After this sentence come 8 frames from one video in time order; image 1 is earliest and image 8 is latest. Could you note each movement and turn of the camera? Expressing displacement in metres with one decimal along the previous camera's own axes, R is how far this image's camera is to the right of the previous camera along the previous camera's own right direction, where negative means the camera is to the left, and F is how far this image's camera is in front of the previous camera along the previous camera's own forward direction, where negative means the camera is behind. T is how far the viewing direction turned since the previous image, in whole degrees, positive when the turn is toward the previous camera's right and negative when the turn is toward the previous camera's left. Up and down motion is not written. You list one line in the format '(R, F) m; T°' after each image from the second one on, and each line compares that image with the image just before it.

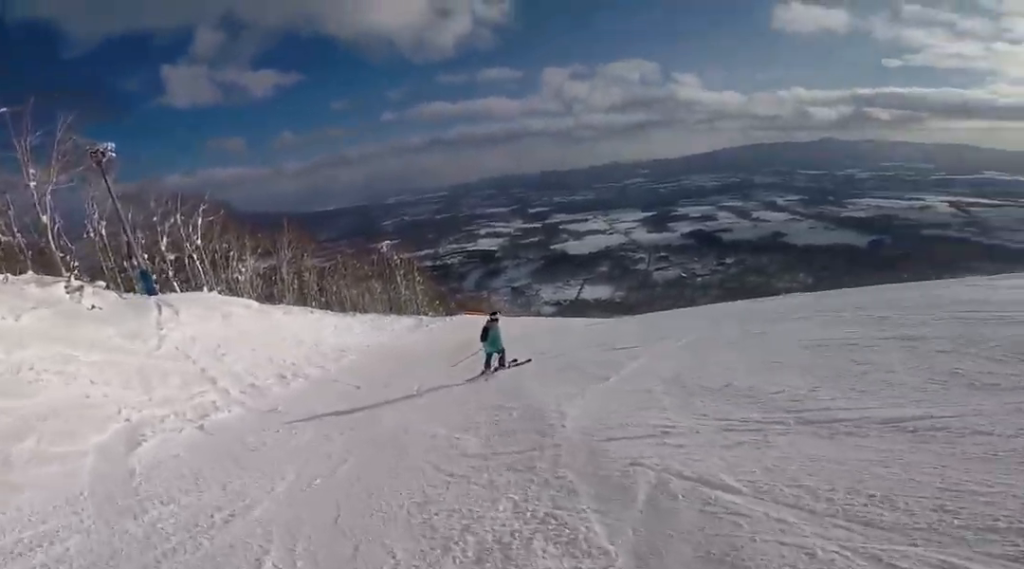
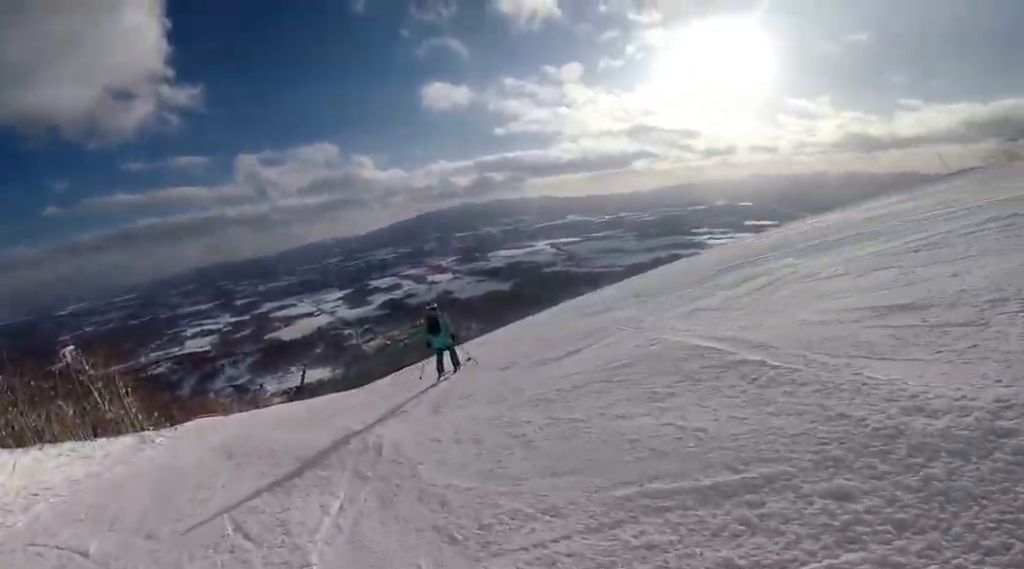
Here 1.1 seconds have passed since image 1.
(+1.1, +4.6) m; +31°
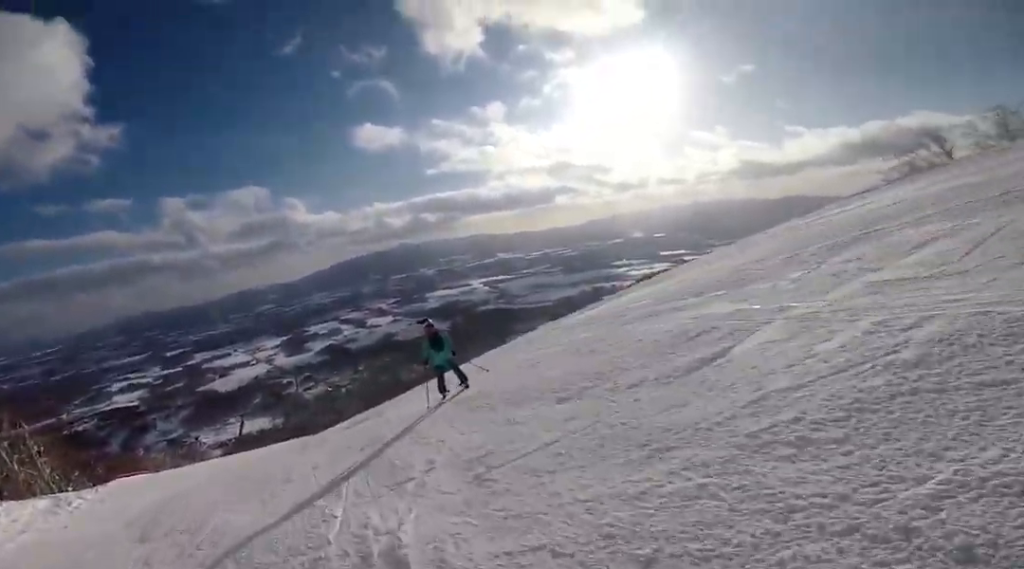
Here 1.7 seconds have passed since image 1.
(+0.5, +2.3) m; +15°
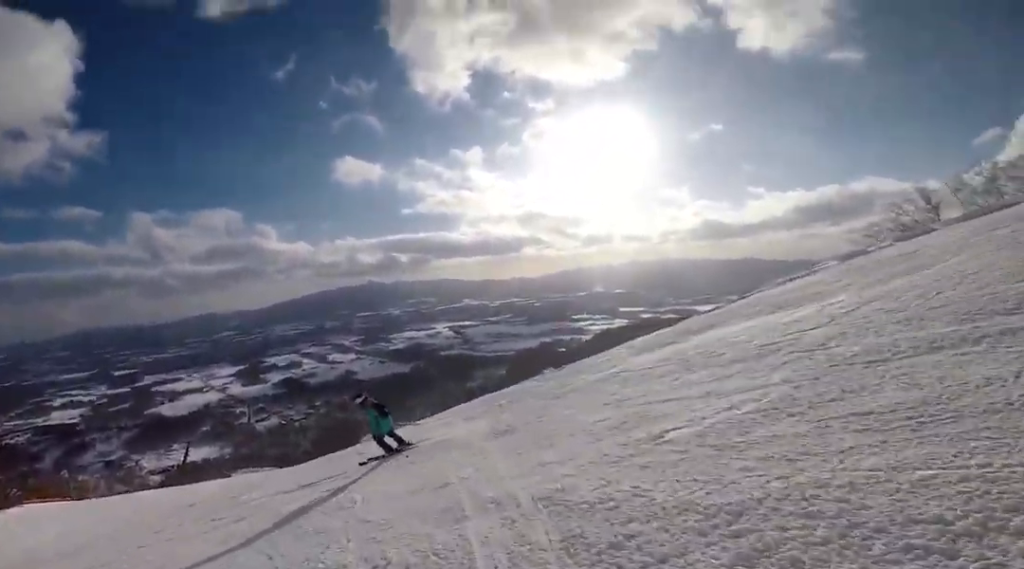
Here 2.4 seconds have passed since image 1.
(+0.5, +3.4) m; +17°
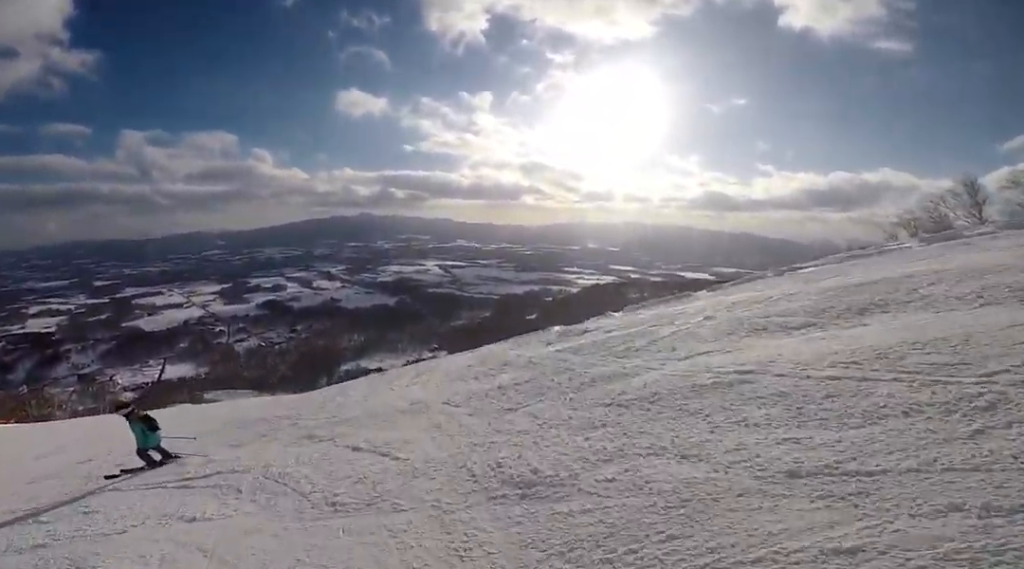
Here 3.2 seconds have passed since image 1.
(+0.9, +3.2) m; -11°
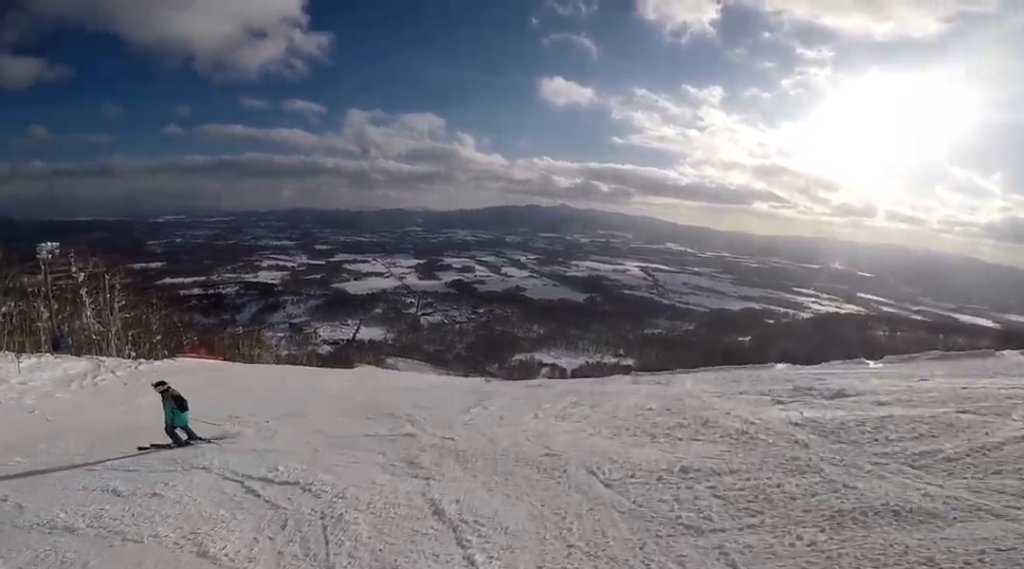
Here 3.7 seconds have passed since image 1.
(-0.6, +1.7) m; -15°
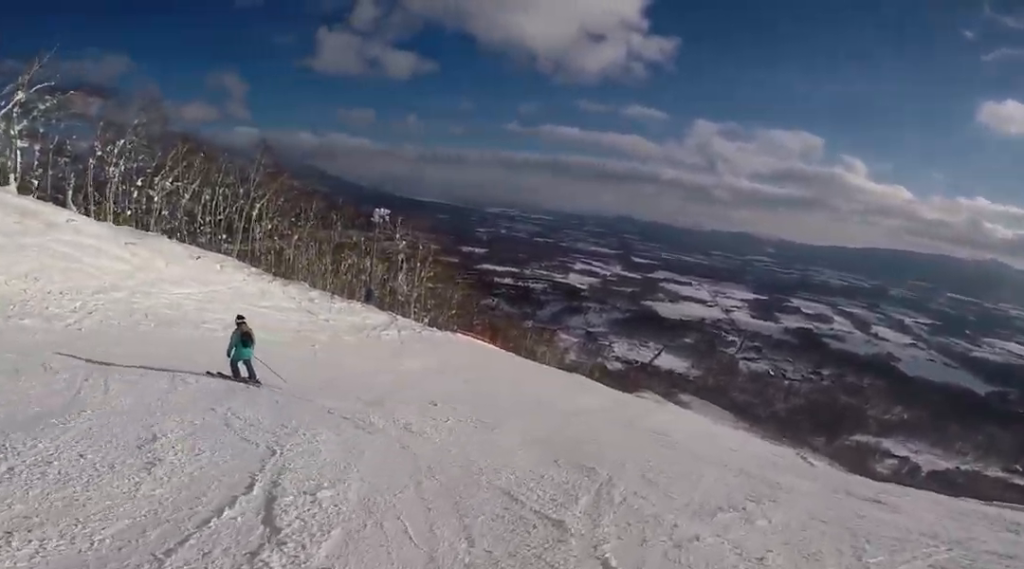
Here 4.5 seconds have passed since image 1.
(-1.0, +3.0) m; -27°
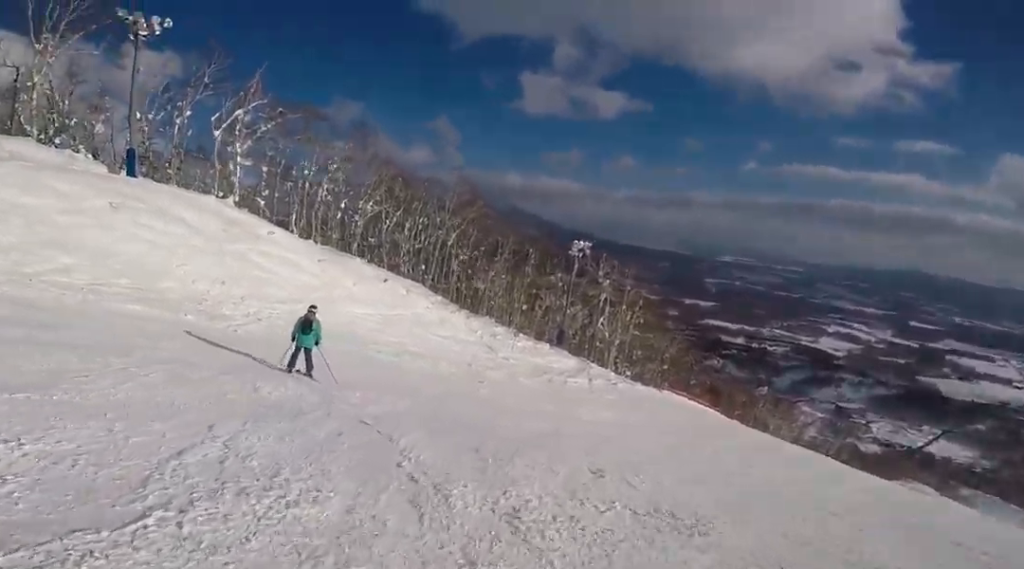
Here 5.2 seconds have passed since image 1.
(0.0, +3.1) m; -23°
